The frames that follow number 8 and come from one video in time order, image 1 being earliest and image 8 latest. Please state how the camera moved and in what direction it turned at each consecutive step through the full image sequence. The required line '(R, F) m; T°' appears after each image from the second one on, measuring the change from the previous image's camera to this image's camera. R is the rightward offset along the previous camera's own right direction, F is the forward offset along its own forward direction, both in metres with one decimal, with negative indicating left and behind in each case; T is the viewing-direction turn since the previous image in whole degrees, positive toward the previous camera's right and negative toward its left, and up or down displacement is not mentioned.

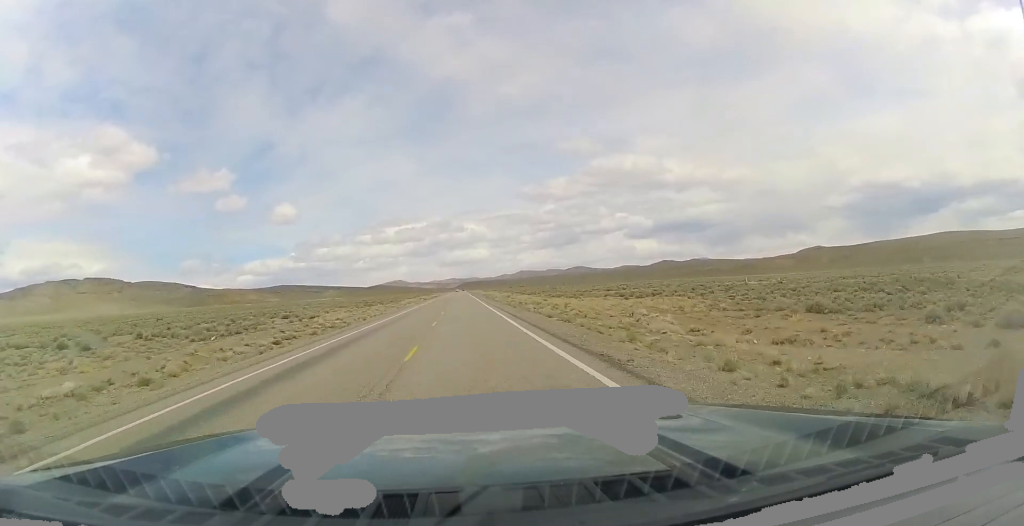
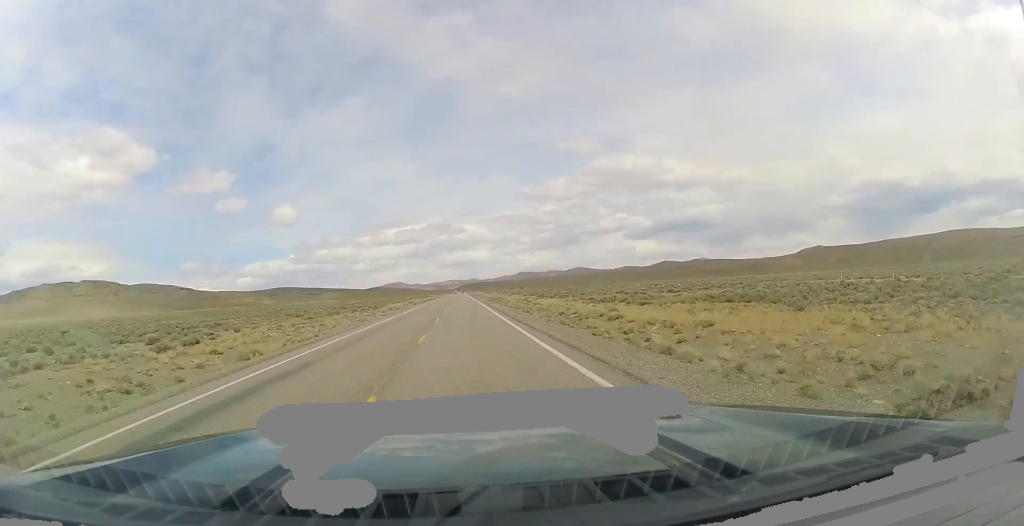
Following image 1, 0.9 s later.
(0.0, +33.1) m; 0°
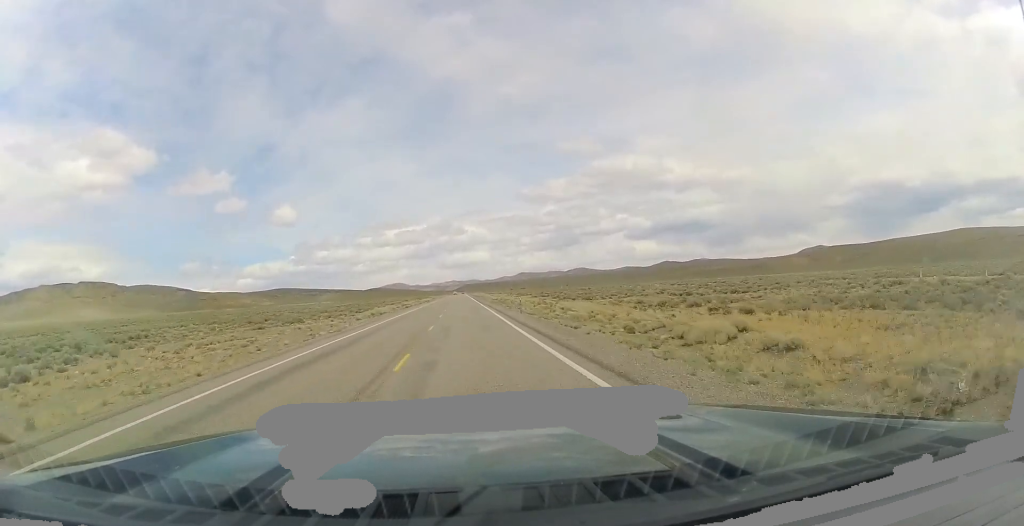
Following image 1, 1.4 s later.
(0.0, +18.4) m; 0°
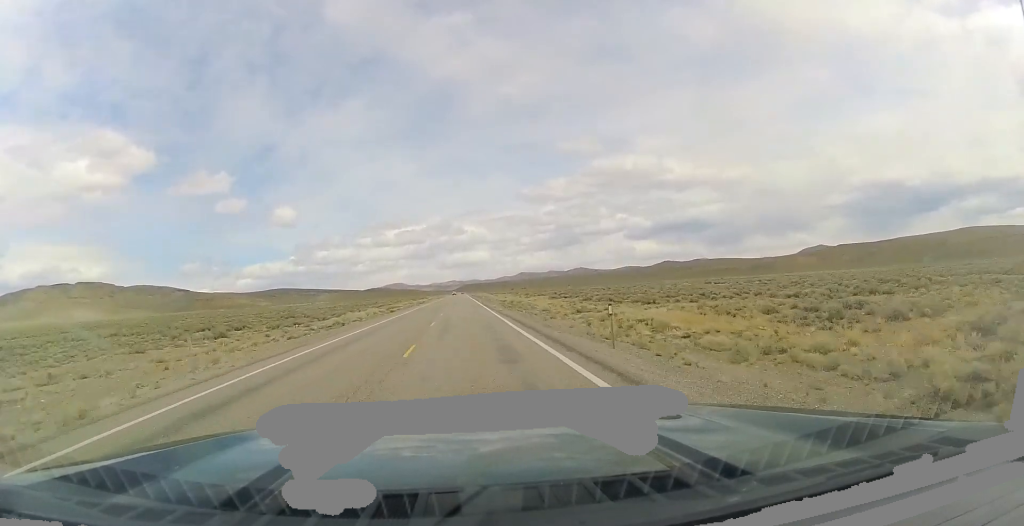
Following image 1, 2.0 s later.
(0.0, +22.1) m; 0°
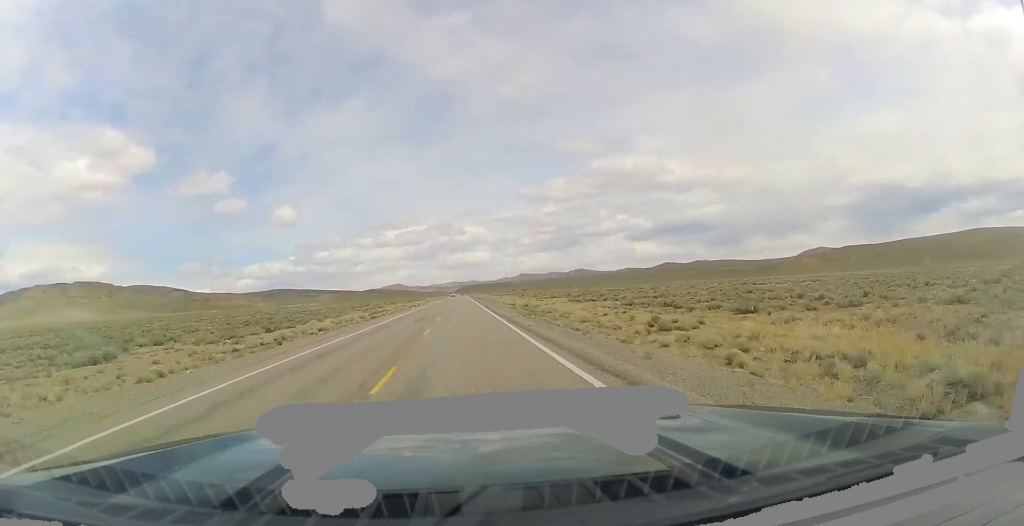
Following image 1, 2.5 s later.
(0.0, +17.2) m; 0°
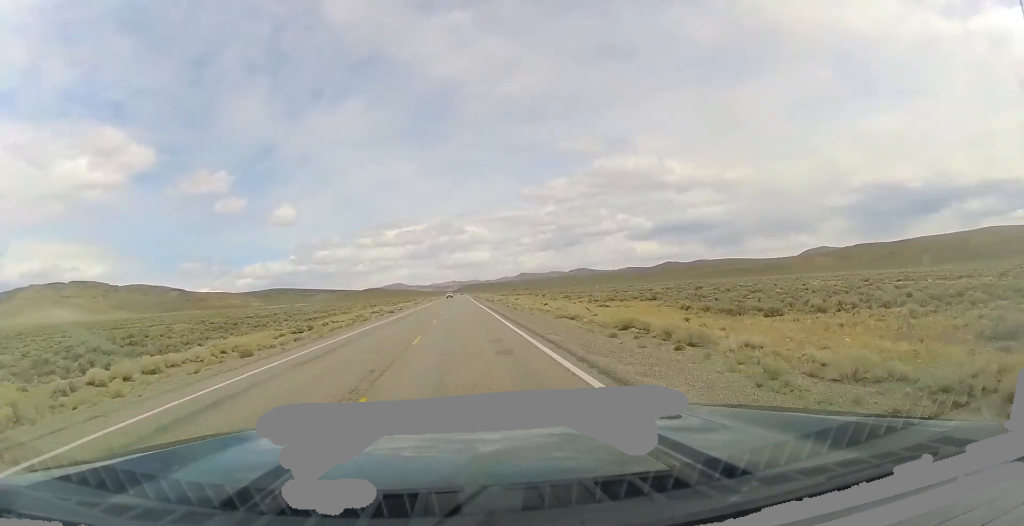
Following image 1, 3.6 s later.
(+0.1, +40.6) m; +1°
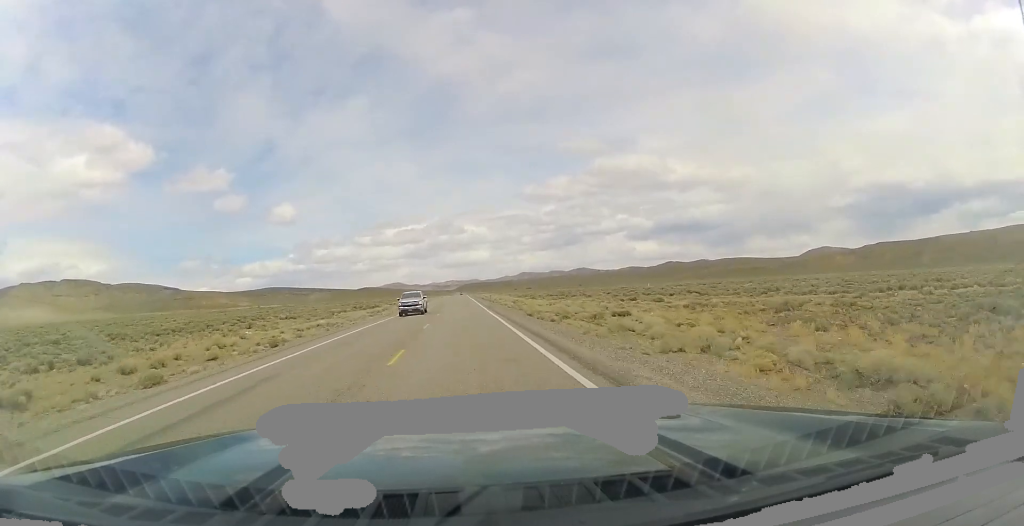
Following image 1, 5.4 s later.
(+0.2, +66.4) m; 0°
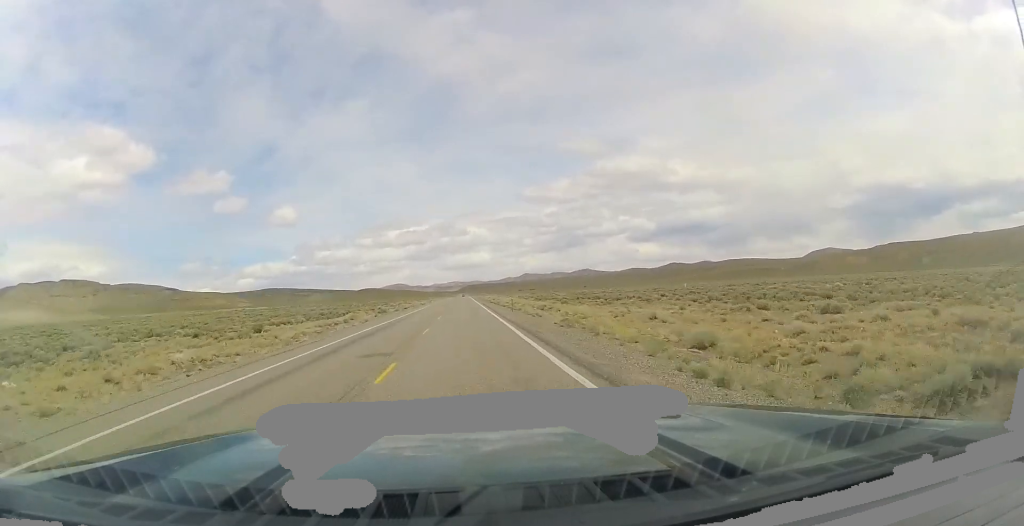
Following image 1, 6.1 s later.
(0.0, +27.1) m; 0°
